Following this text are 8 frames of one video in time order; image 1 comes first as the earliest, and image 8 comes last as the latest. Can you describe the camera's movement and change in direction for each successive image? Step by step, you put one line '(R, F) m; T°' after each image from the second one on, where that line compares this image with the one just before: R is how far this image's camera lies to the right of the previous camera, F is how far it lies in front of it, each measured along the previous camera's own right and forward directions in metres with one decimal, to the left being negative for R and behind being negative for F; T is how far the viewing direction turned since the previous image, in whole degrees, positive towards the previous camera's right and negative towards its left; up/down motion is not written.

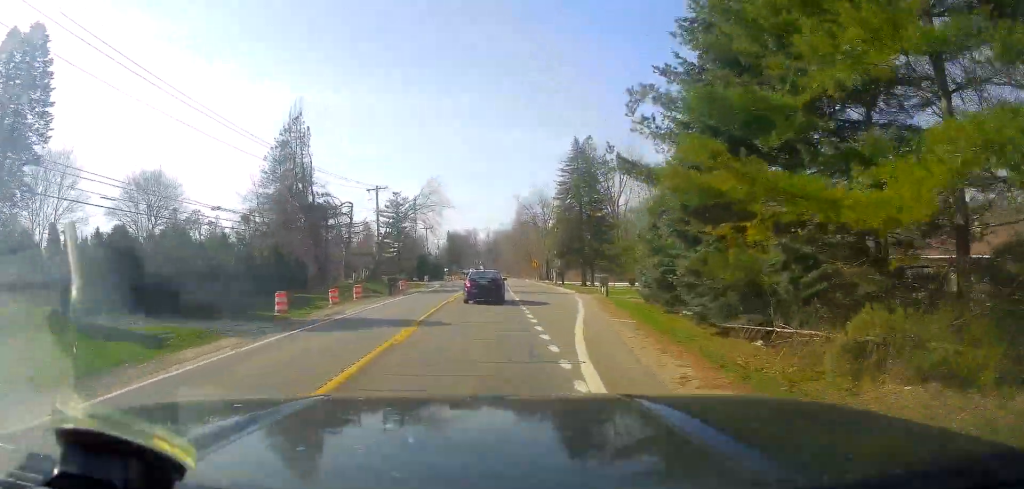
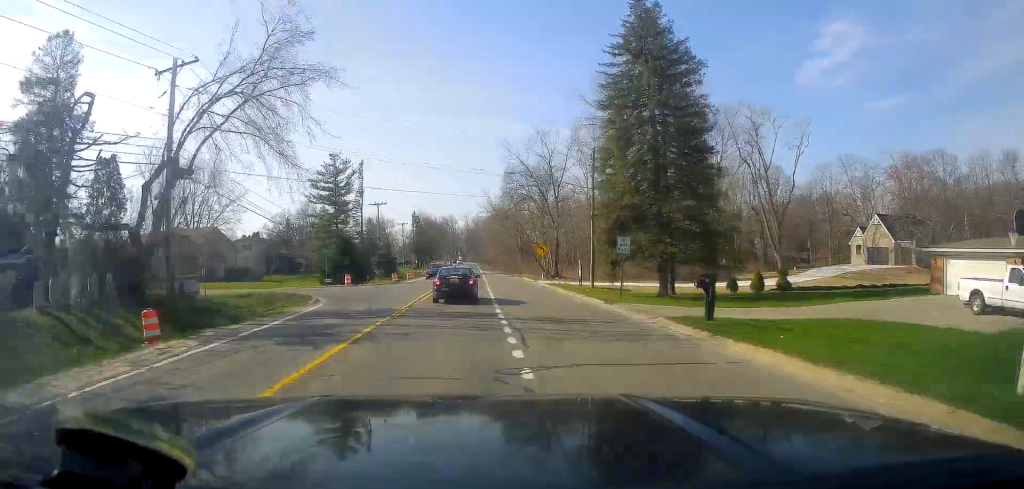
(-0.5, +39.8) m; 0°
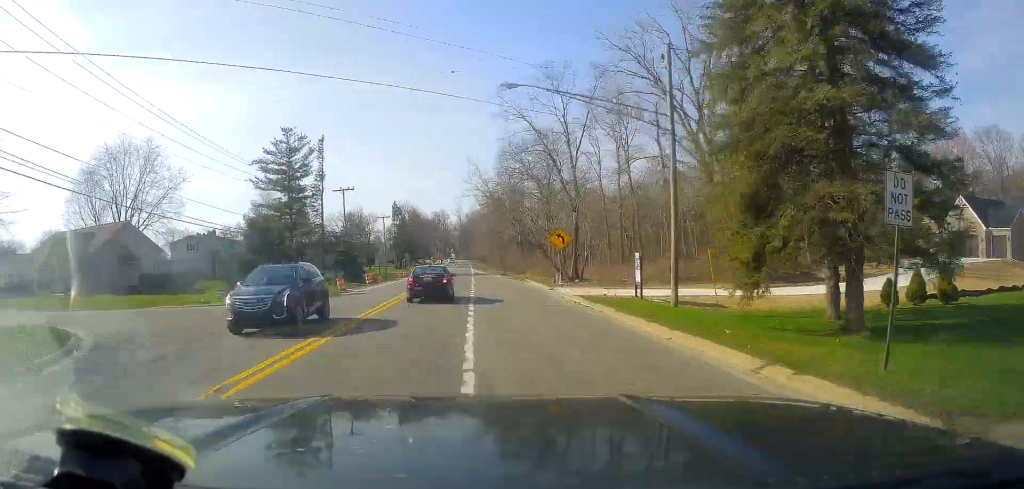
(+0.7, +19.8) m; +1°
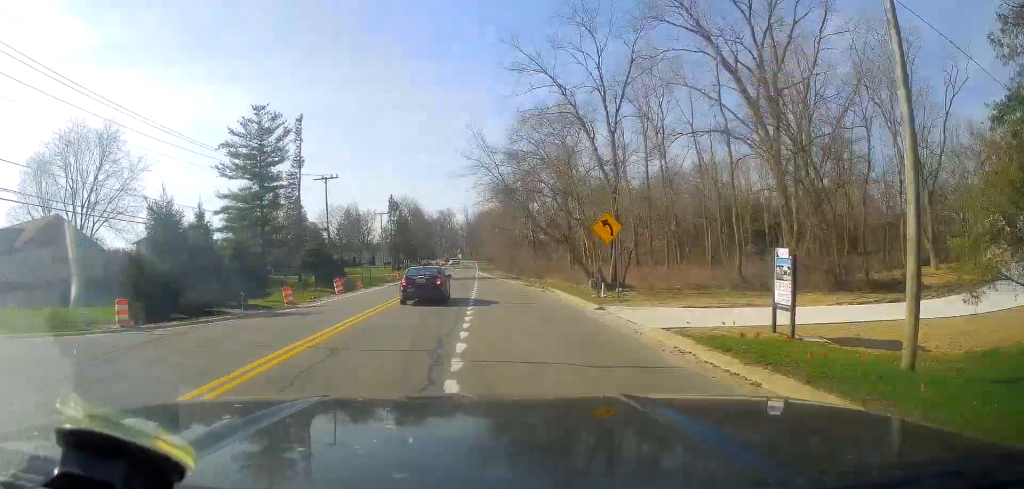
(-0.2, +12.5) m; -1°
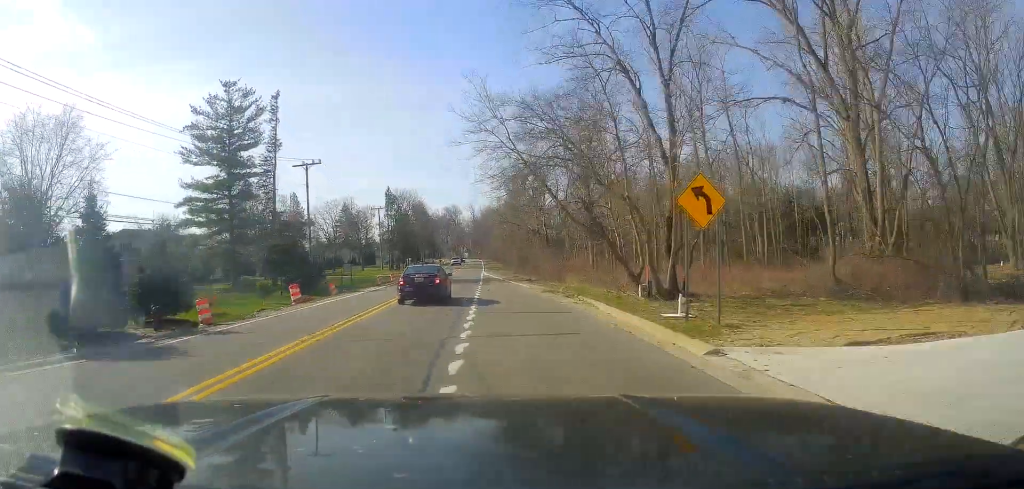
(-0.4, +9.8) m; +1°
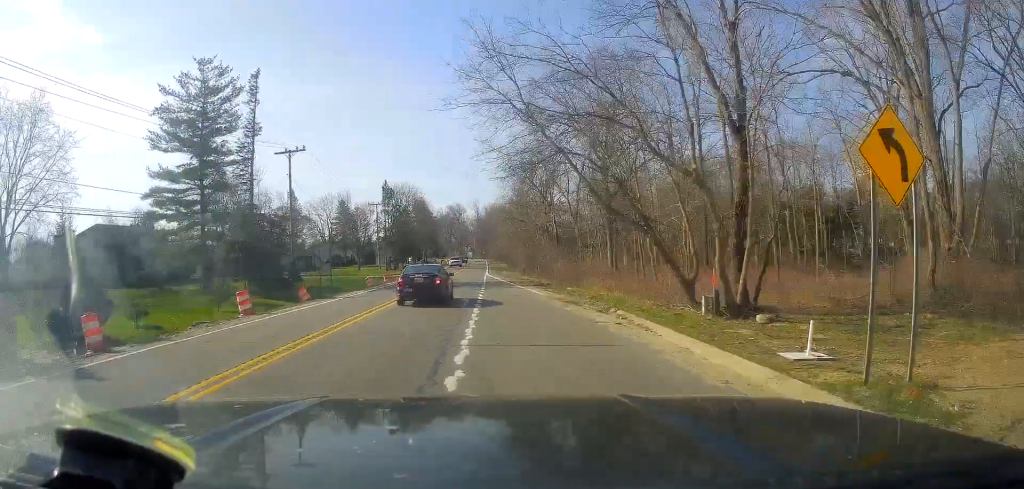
(+0.4, +6.4) m; 0°
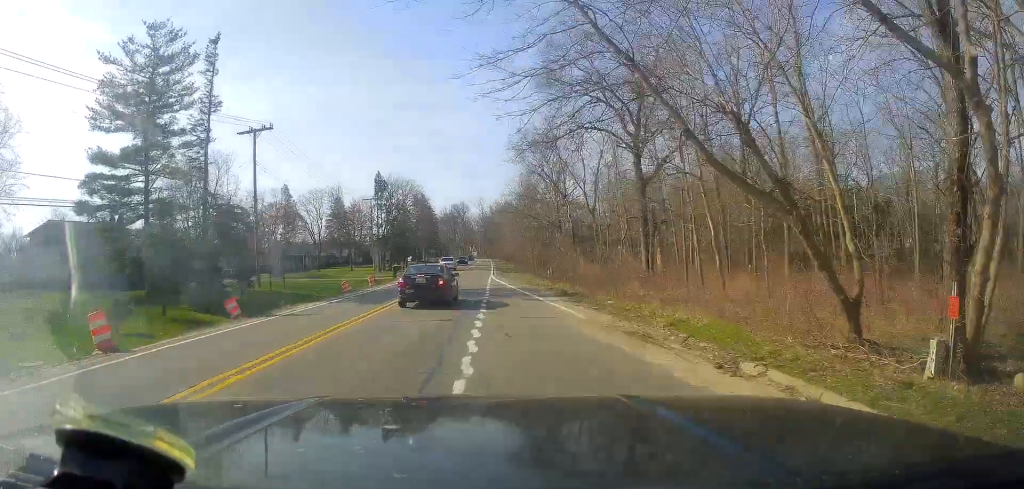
(+0.2, +9.4) m; -1°
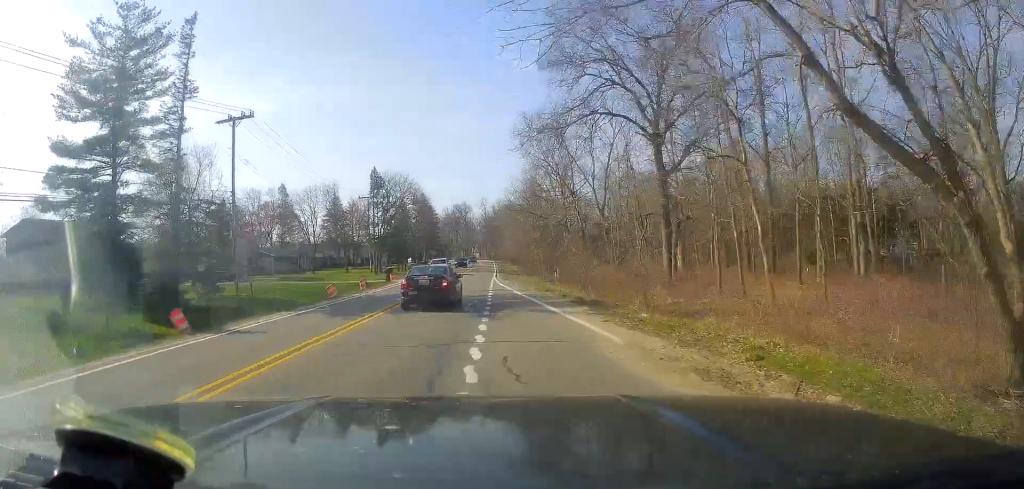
(-0.2, +4.5) m; -2°
